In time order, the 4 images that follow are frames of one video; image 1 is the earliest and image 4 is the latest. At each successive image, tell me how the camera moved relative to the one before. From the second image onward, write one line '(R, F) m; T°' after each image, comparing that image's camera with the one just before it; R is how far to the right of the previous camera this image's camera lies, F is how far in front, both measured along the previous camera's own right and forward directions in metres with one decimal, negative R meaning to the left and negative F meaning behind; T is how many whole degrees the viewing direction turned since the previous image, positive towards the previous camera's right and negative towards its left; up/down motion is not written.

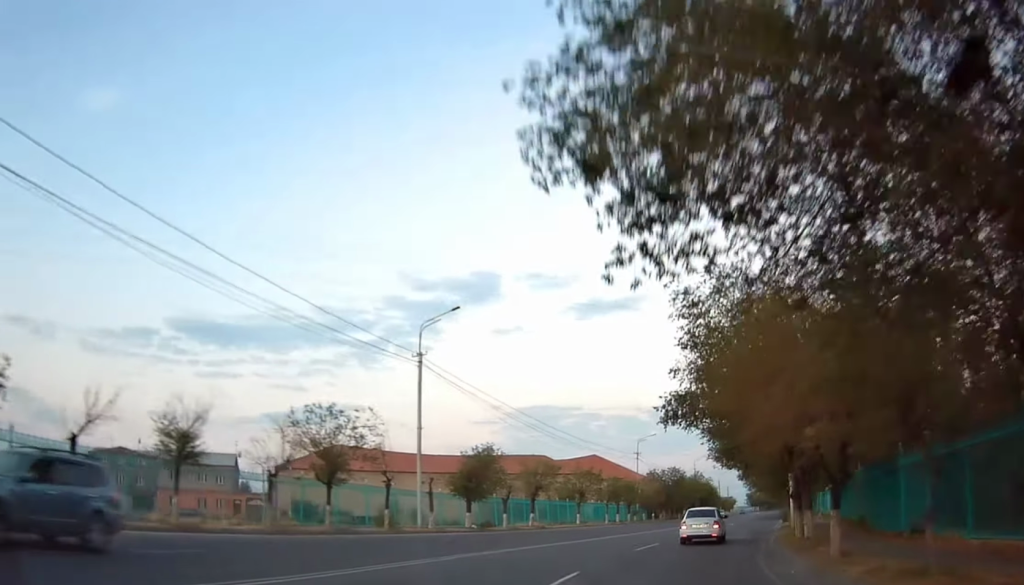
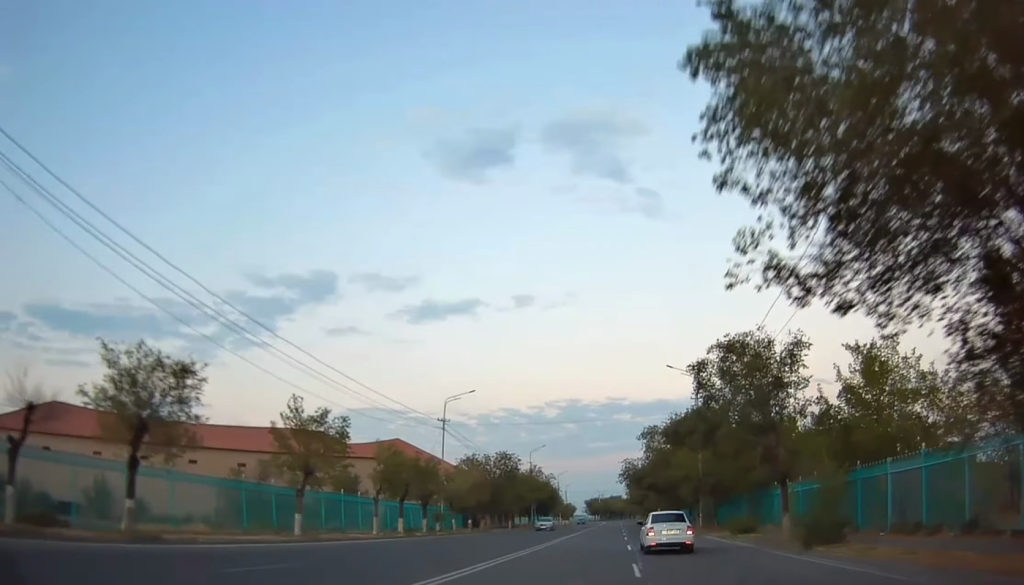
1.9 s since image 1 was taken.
(+5.4, +31.6) m; +15°
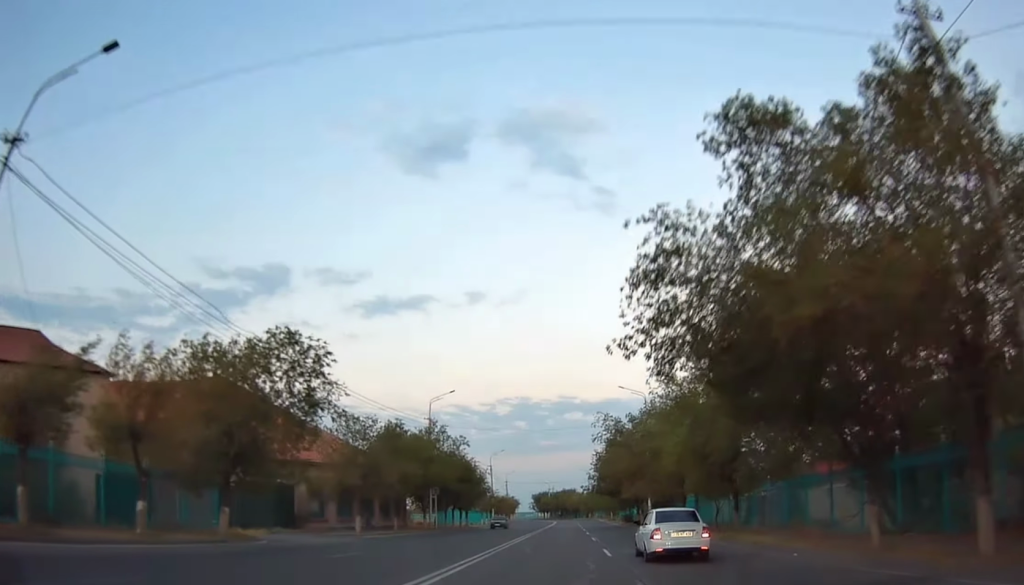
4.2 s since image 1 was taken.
(+3.2, +41.0) m; +8°
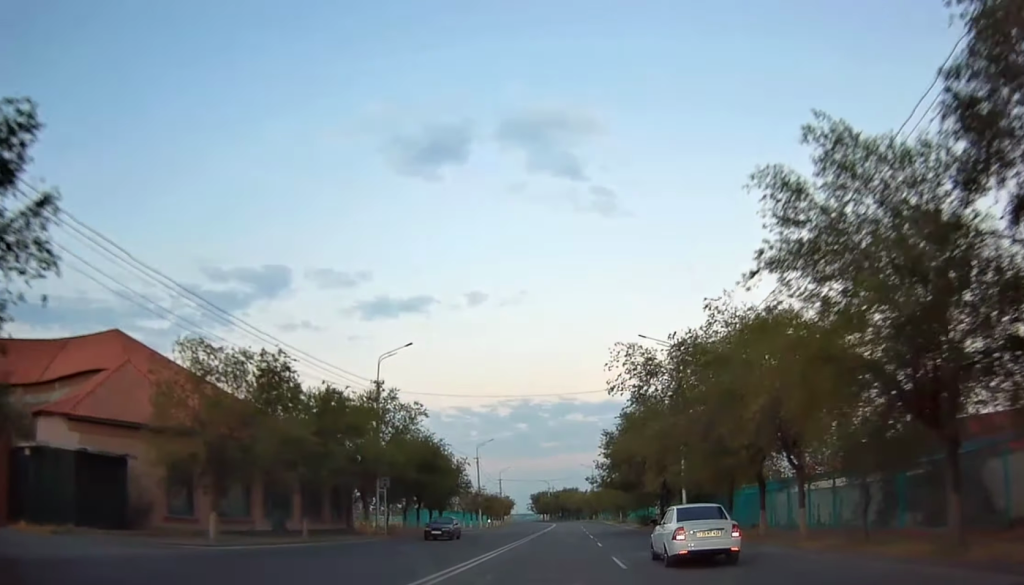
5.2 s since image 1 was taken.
(+0.2, +16.7) m; 0°
